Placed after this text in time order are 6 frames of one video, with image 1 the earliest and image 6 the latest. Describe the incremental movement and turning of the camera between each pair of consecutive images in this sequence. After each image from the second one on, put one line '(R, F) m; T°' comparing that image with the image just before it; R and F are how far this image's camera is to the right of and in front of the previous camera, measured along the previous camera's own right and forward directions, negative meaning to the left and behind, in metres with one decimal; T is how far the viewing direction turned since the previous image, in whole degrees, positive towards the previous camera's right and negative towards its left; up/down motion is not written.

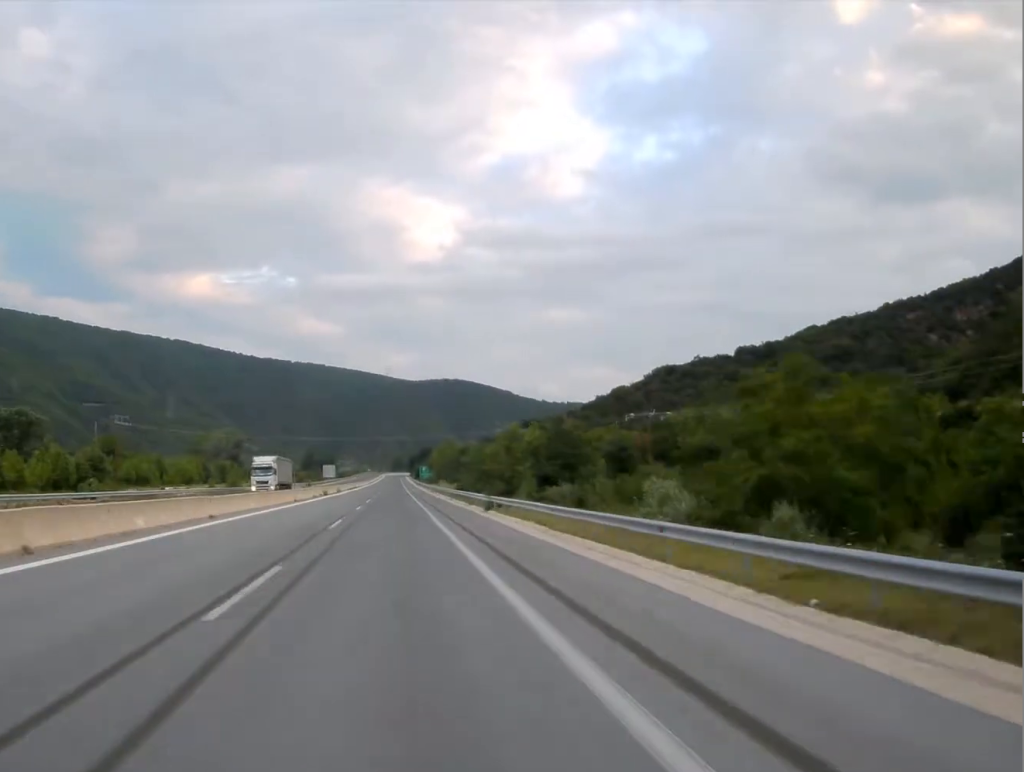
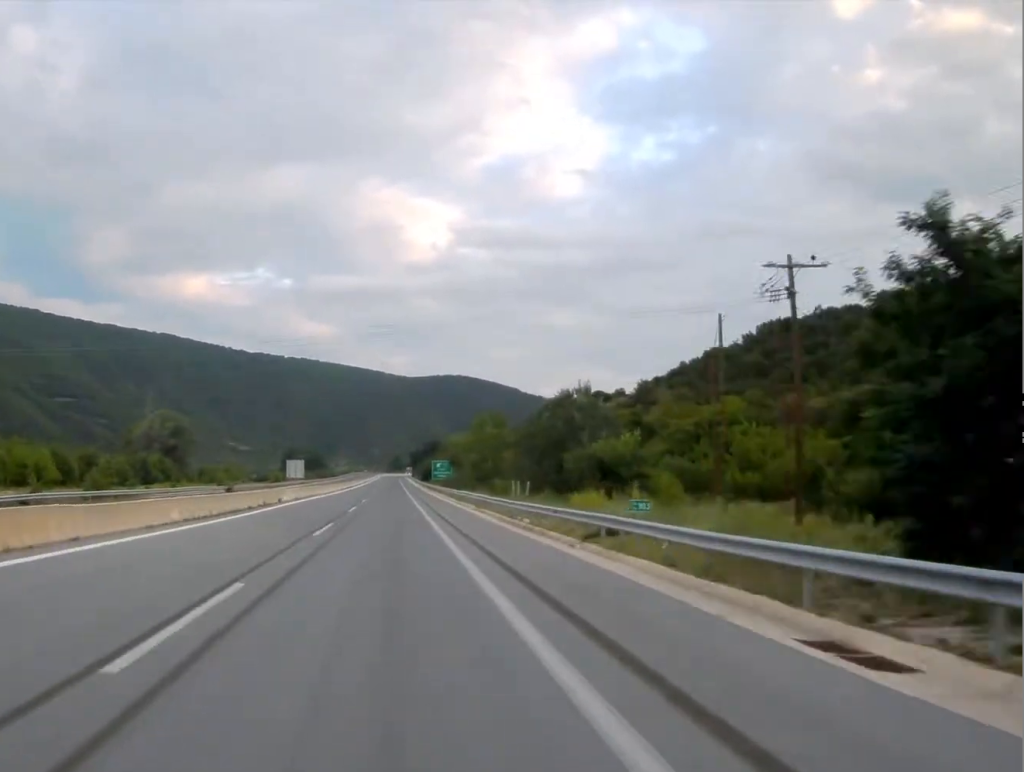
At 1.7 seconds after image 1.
(-0.4, +92.4) m; 0°
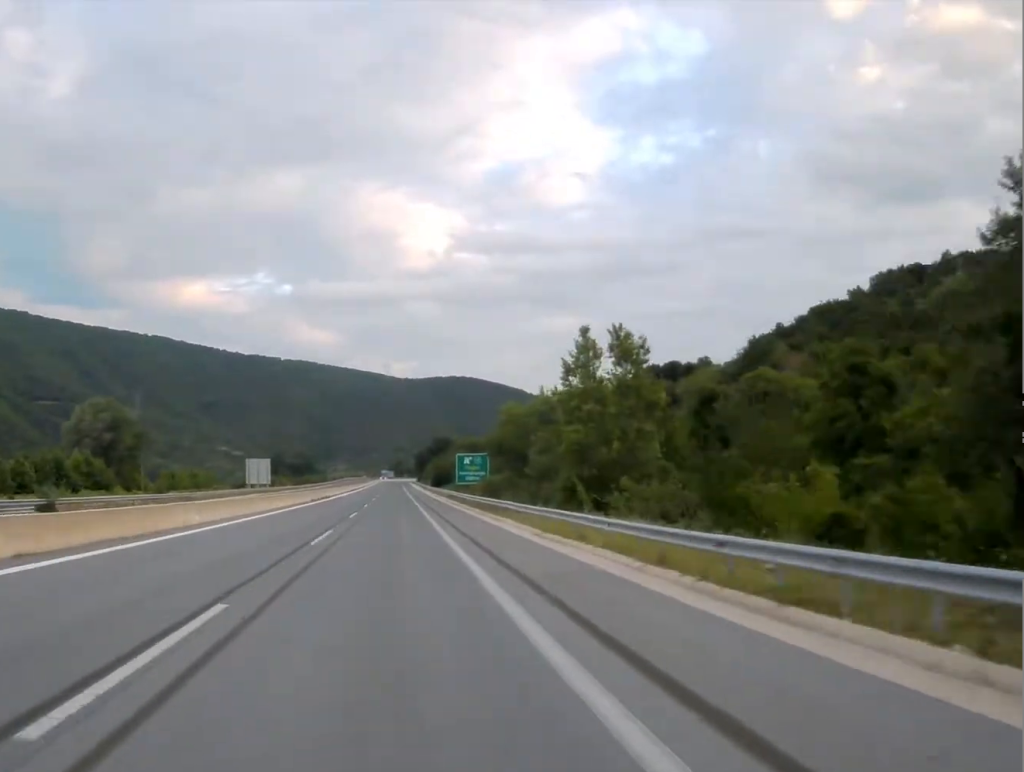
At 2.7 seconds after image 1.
(0.0, +57.6) m; 0°
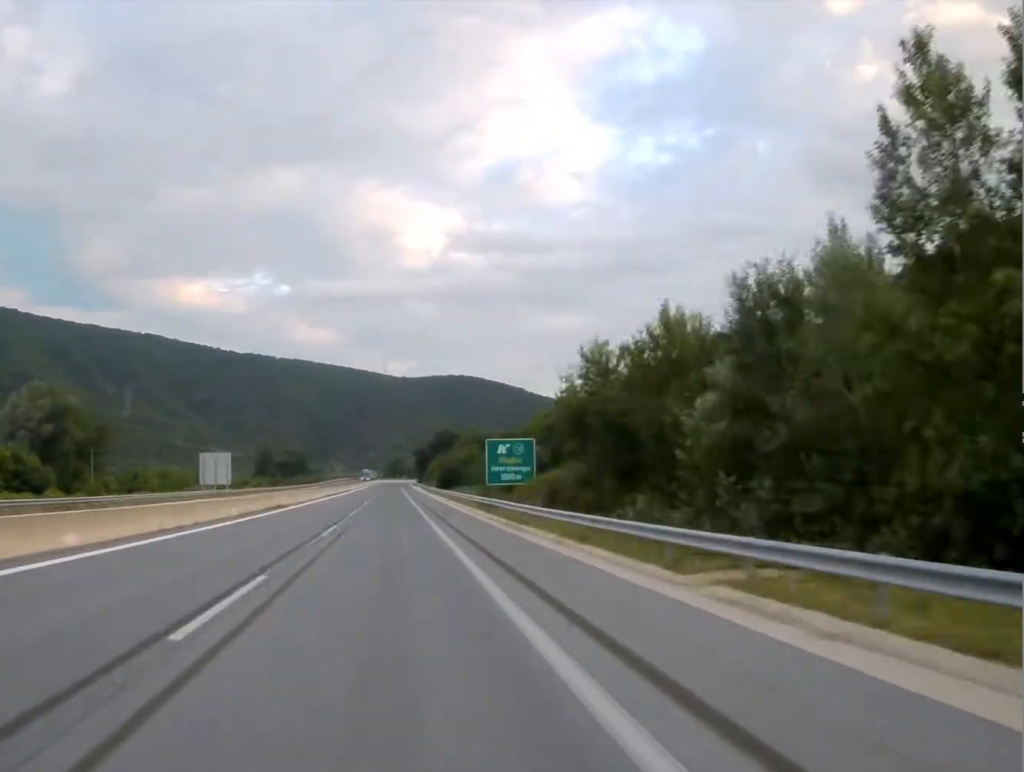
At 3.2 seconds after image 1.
(+0.1, +32.3) m; 0°
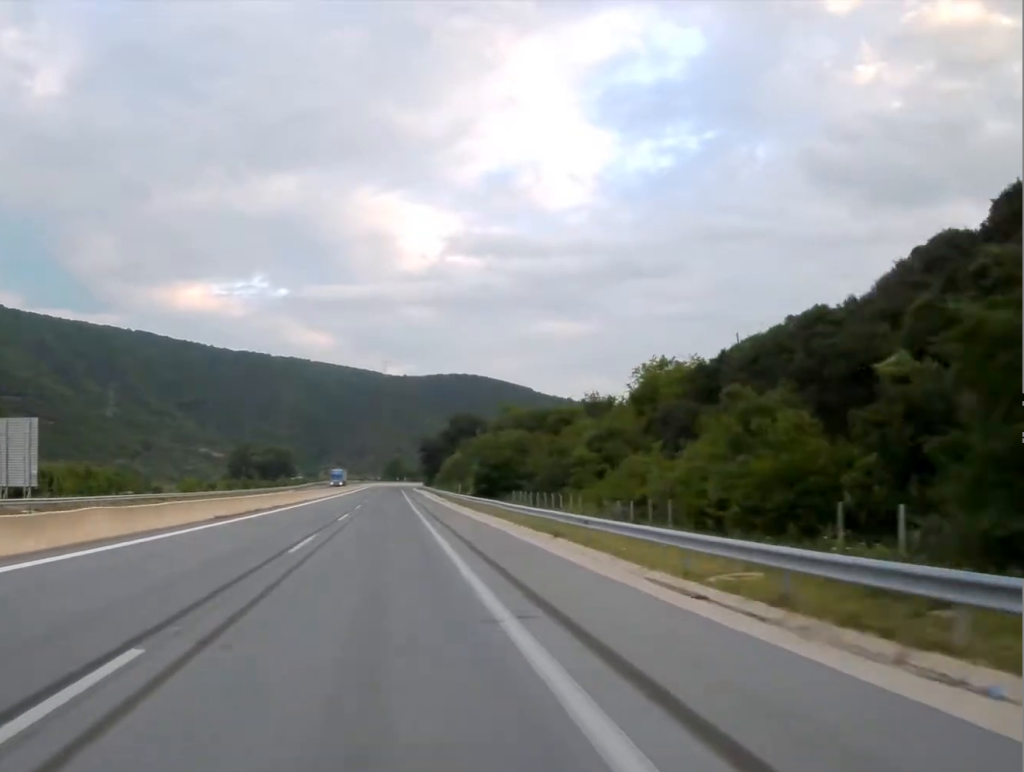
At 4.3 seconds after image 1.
(-0.1, +63.1) m; 0°
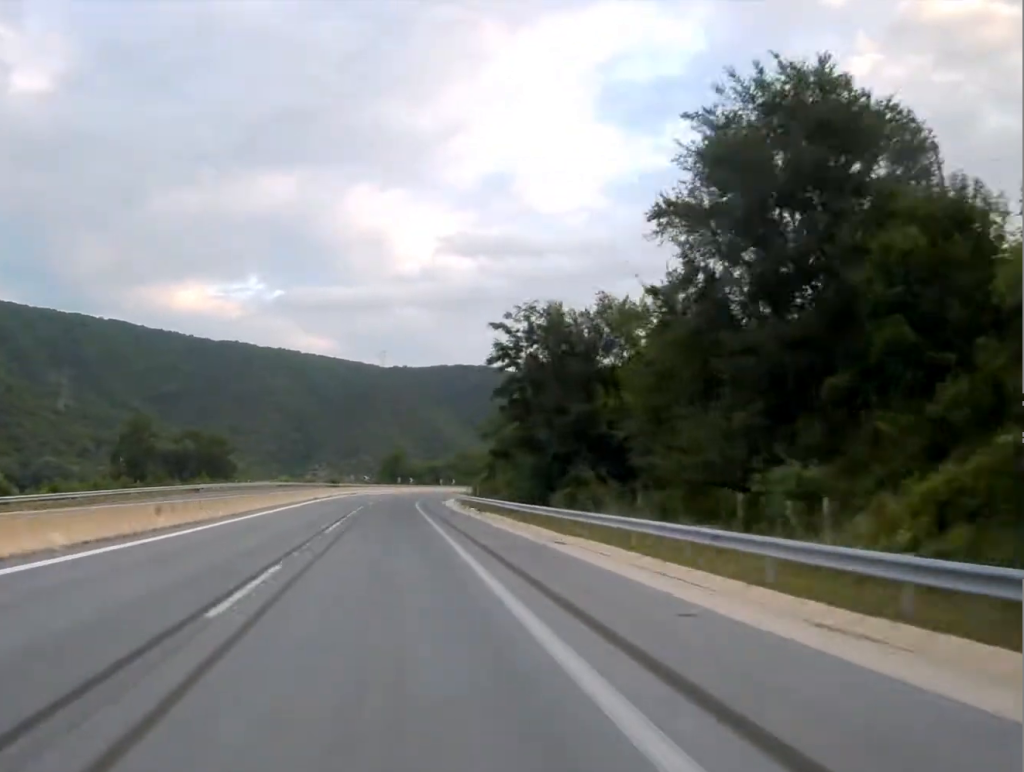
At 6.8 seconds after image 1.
(0.0, +142.9) m; 0°
